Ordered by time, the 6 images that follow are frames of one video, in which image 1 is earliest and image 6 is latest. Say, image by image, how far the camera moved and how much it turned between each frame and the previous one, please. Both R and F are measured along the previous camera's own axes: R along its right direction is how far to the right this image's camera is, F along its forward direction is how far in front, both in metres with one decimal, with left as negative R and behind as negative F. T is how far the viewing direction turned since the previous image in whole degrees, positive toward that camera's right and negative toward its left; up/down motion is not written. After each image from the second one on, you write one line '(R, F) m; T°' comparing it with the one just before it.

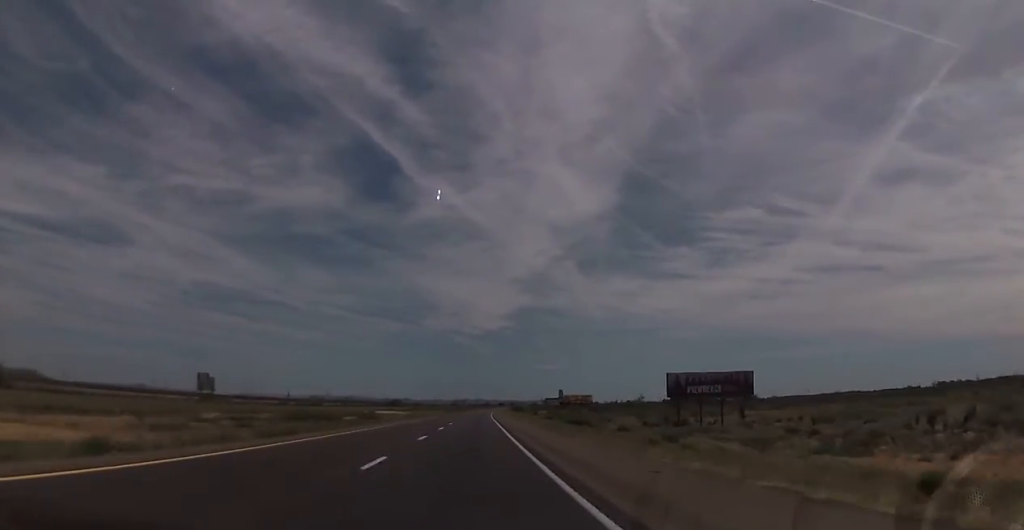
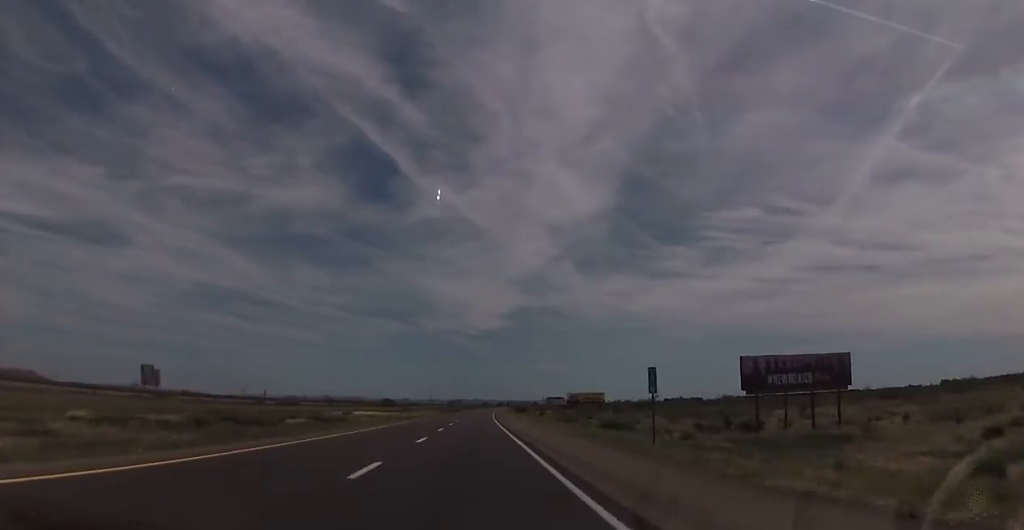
(0.0, +24.1) m; 0°
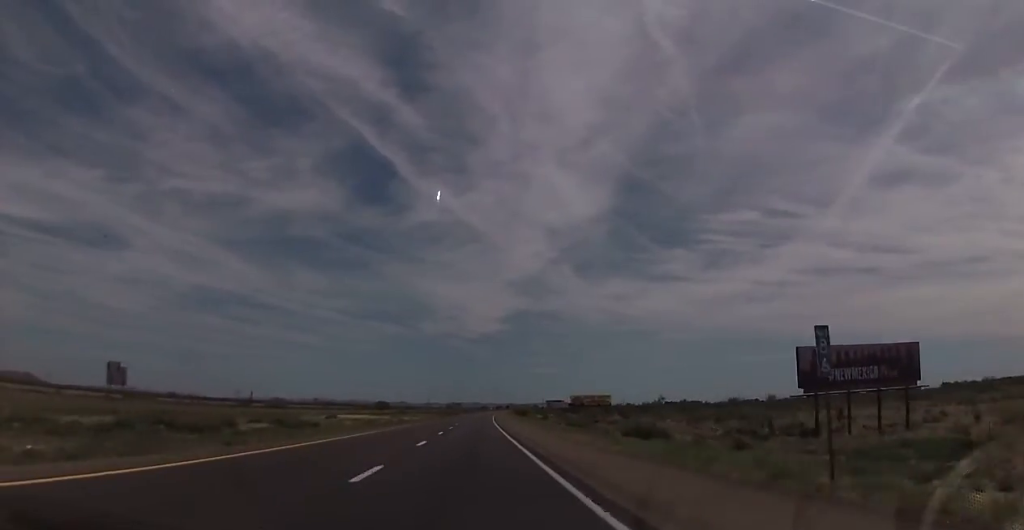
(0.0, +10.8) m; 0°
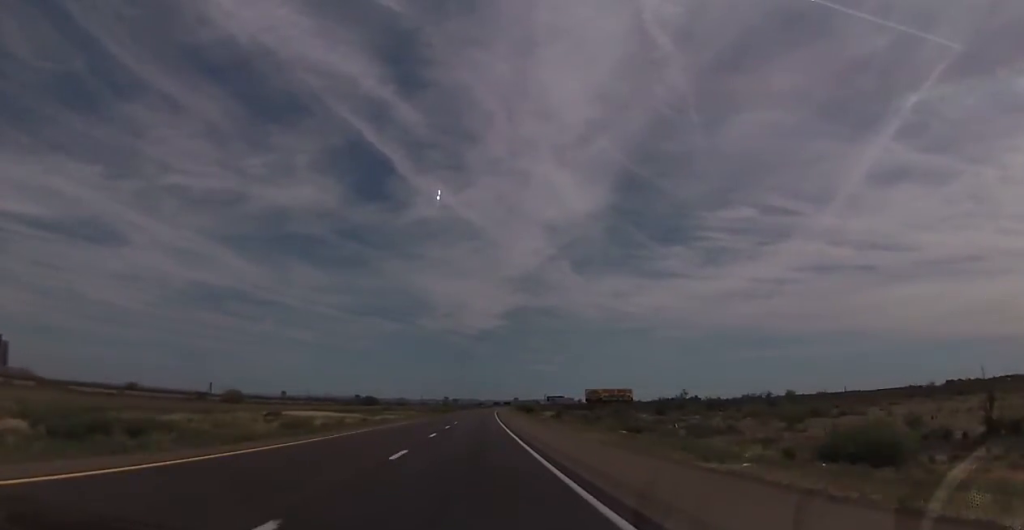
(0.0, +26.6) m; 0°
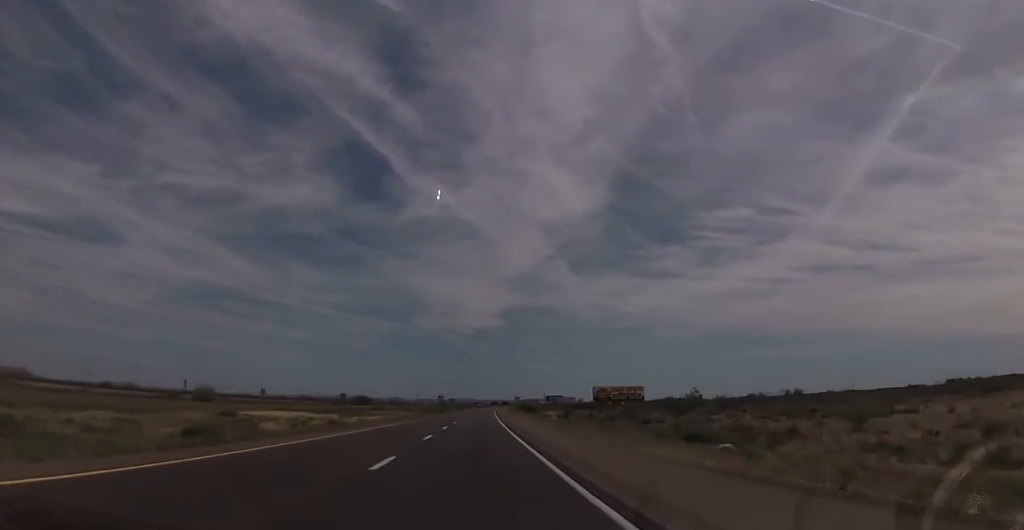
(0.0, +12.3) m; 0°
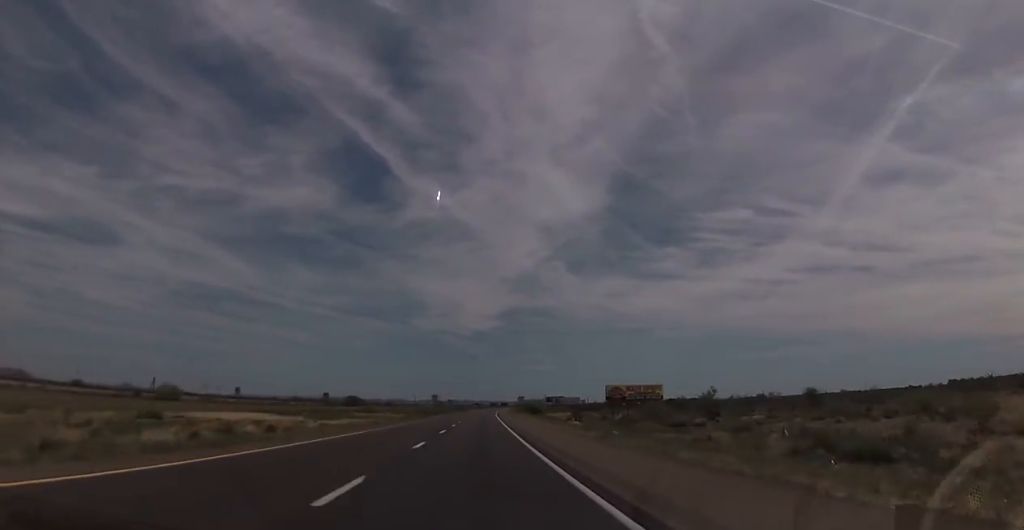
(0.0, +13.8) m; 0°
